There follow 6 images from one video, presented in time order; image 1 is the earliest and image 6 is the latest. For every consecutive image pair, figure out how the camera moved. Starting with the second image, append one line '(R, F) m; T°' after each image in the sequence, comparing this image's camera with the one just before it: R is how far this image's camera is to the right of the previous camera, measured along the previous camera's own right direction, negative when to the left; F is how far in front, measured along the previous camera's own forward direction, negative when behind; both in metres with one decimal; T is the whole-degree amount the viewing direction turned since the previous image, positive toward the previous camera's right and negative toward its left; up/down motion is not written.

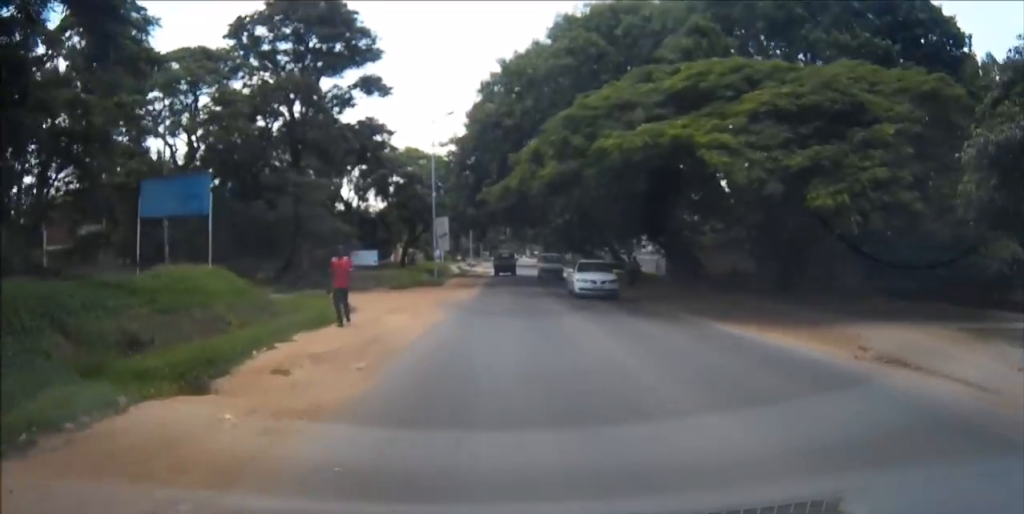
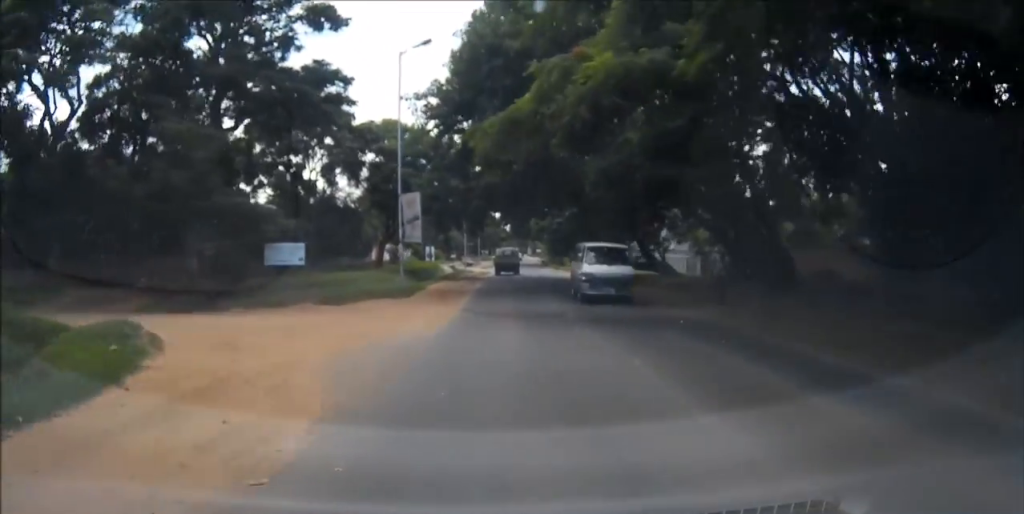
(0.0, +14.7) m; -1°
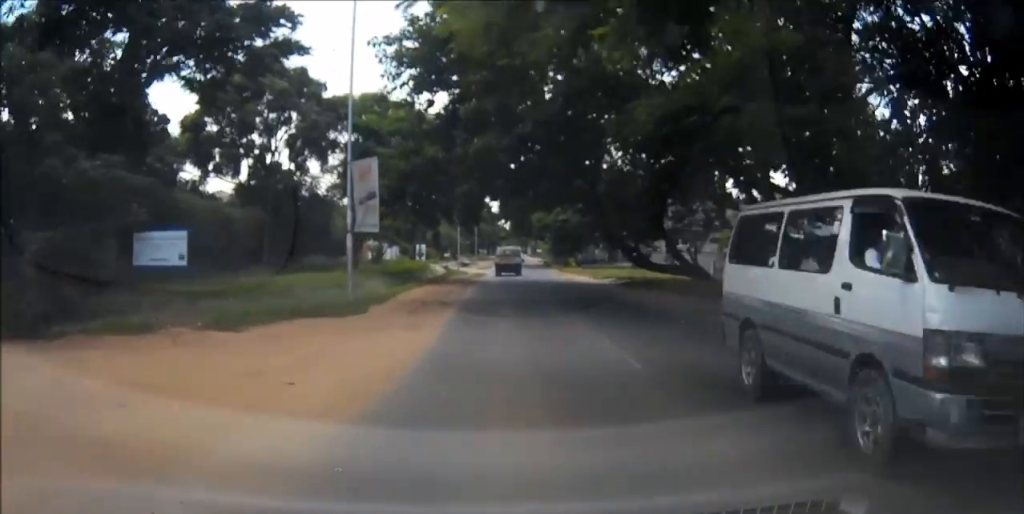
(-0.1, +9.6) m; 0°
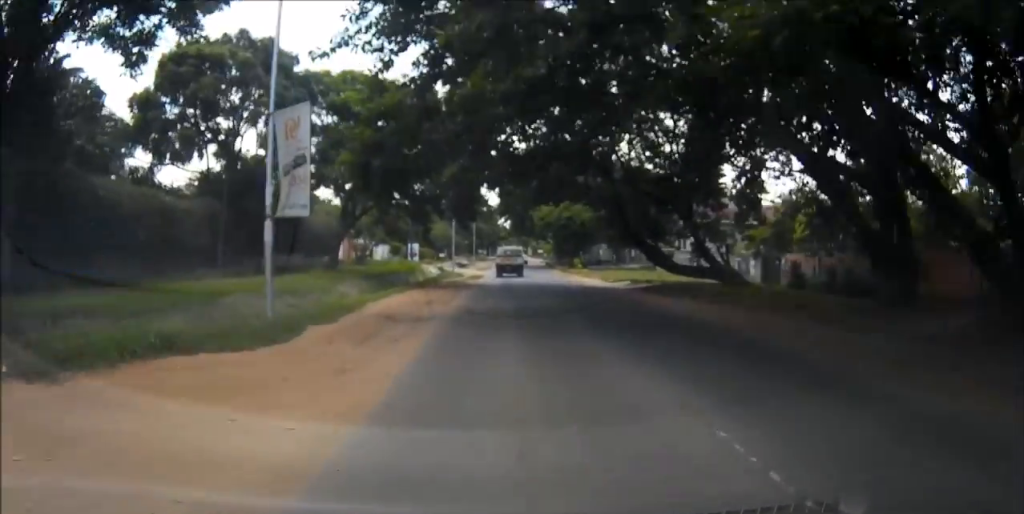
(0.0, +6.7) m; 0°
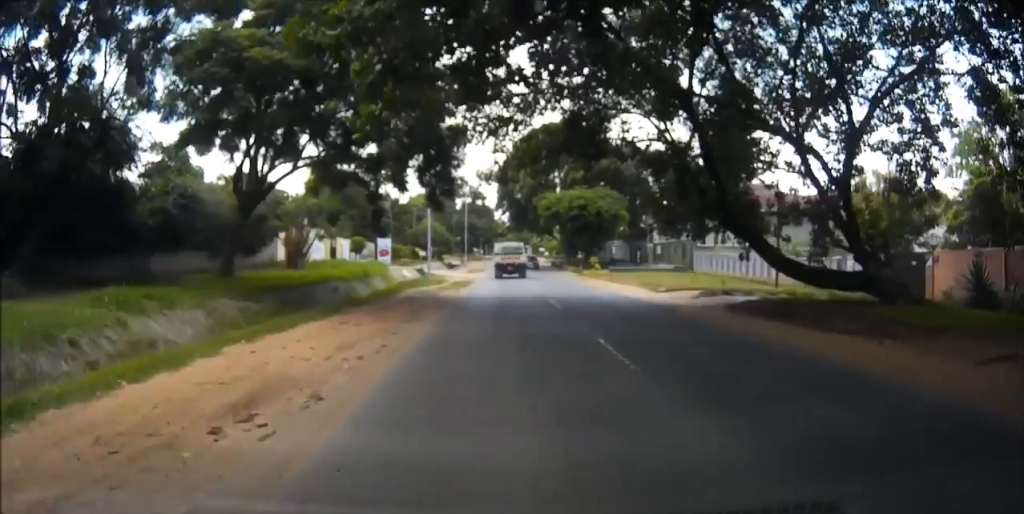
(0.0, +17.2) m; -1°
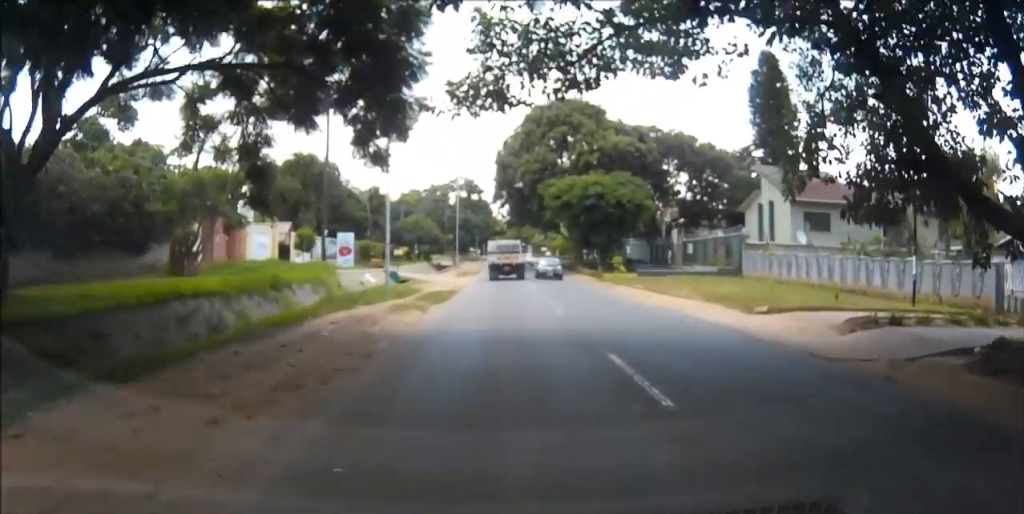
(-0.3, +13.7) m; -1°
